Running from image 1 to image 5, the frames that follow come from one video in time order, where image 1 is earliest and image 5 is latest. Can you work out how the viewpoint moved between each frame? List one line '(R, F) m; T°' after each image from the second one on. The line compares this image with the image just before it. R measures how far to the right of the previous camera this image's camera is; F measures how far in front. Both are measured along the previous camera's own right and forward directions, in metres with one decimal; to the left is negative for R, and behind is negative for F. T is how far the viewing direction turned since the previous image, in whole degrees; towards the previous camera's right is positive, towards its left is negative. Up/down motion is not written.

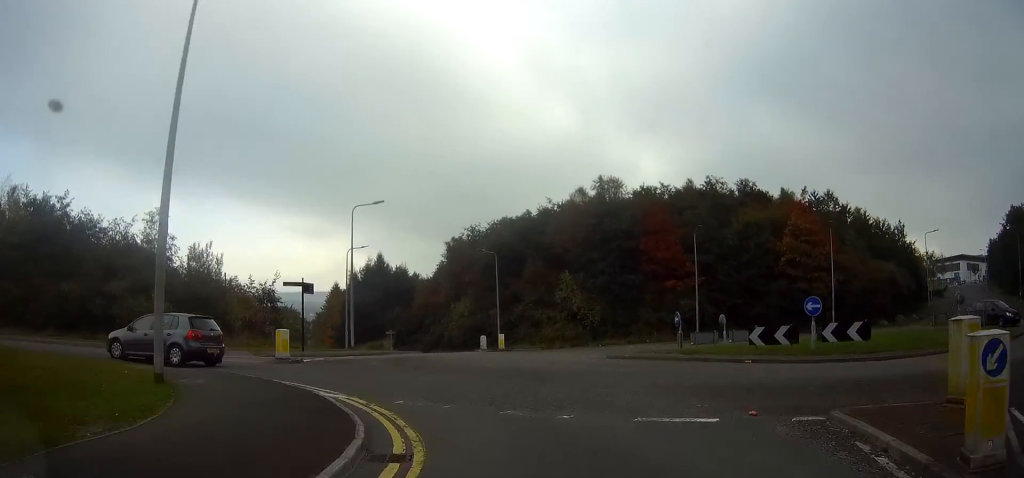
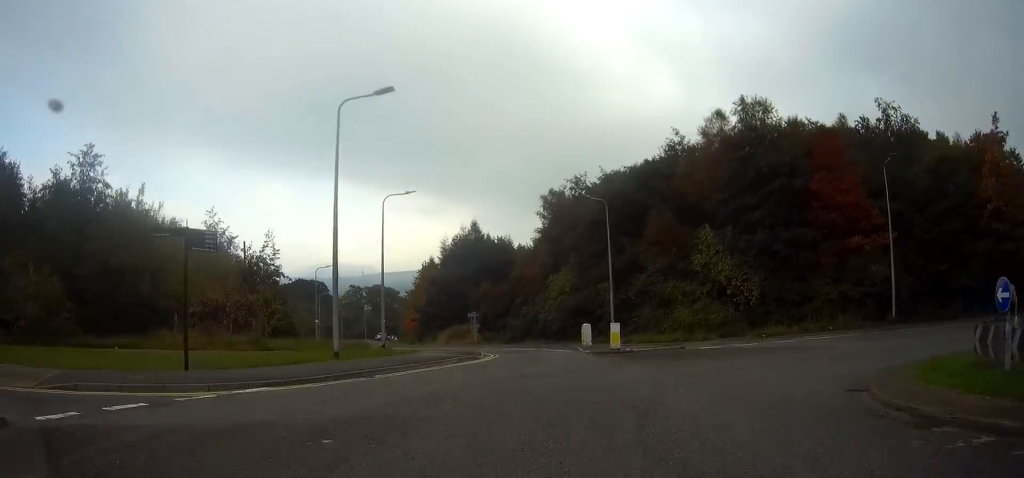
(-0.8, +17.8) m; -5°
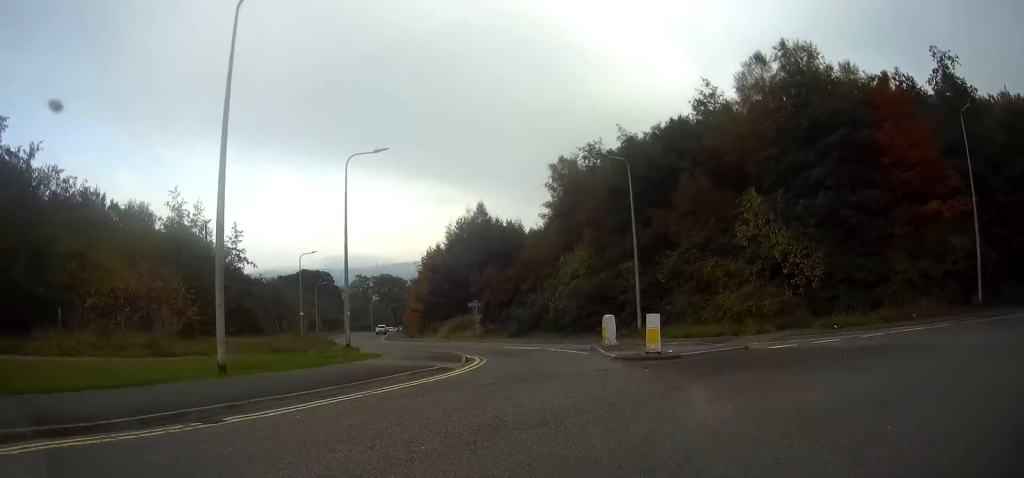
(0.0, +7.7) m; -1°
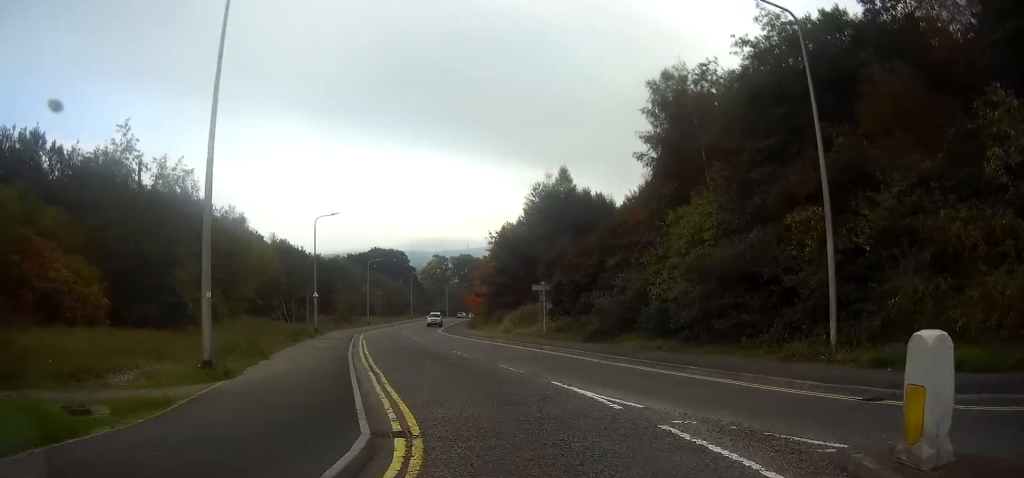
(-0.7, +16.2) m; -7°
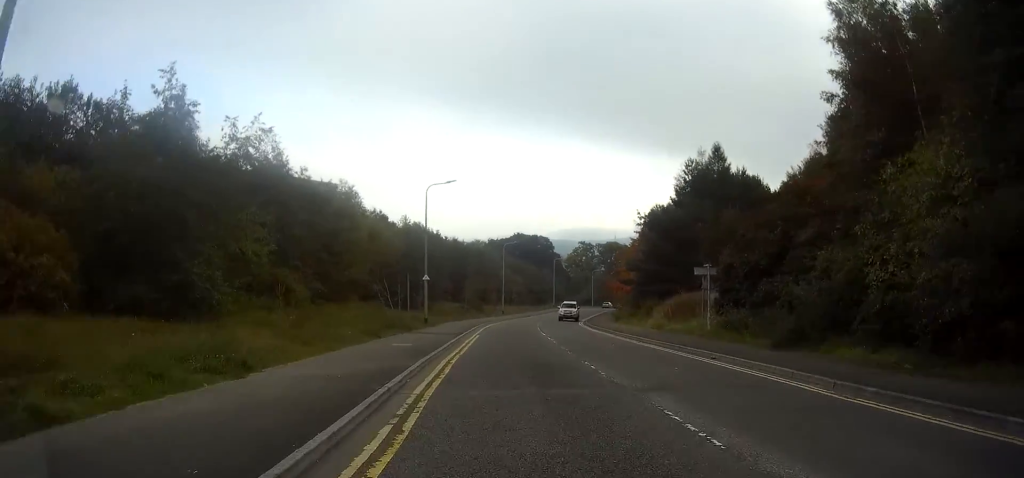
(-0.4, +9.0) m; -5°
